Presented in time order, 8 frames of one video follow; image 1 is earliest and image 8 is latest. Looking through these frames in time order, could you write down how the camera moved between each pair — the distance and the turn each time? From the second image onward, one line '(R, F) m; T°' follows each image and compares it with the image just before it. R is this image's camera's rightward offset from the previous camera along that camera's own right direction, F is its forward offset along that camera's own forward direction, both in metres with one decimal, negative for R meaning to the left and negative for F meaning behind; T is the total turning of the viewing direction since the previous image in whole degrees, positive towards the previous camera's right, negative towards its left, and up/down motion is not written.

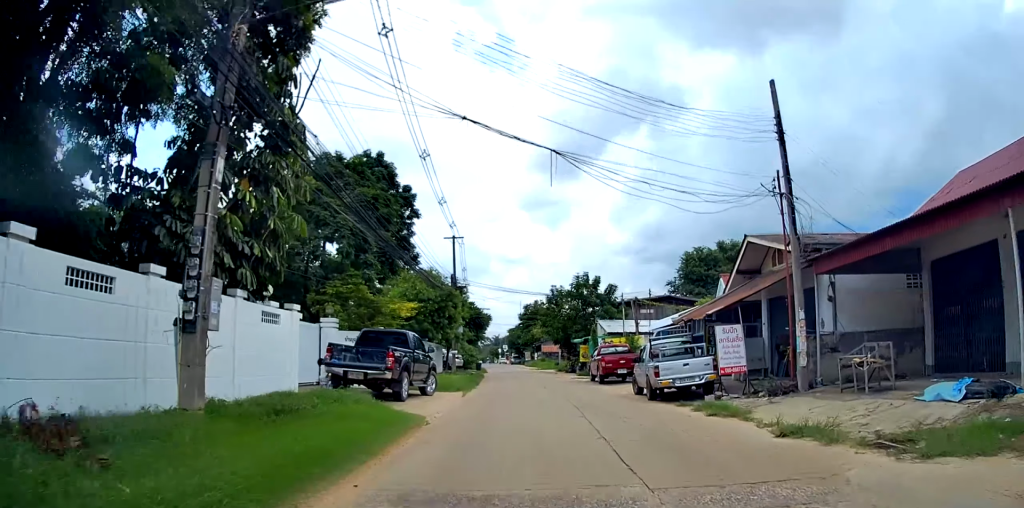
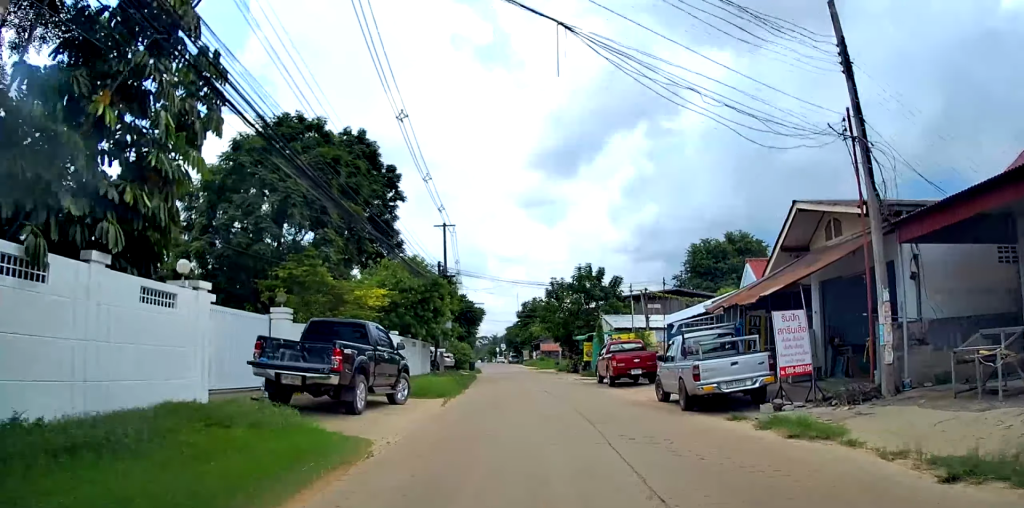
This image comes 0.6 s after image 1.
(-0.1, +4.1) m; -1°
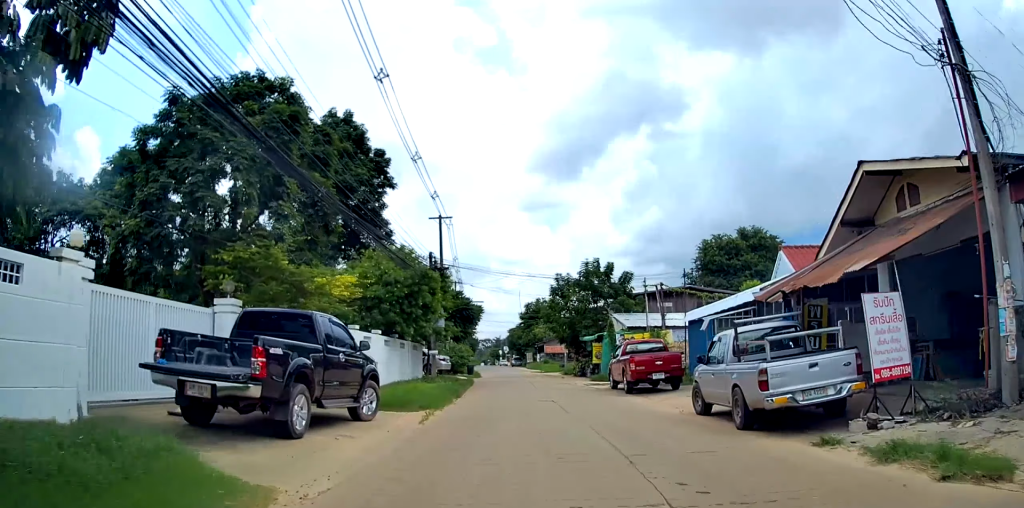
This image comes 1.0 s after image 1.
(-0.2, +3.3) m; 0°
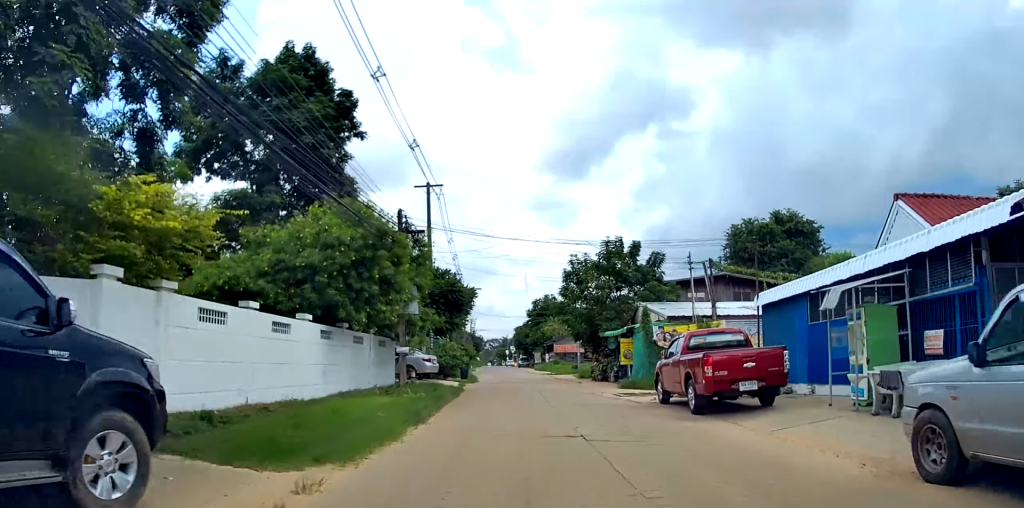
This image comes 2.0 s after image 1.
(+0.2, +7.9) m; +1°
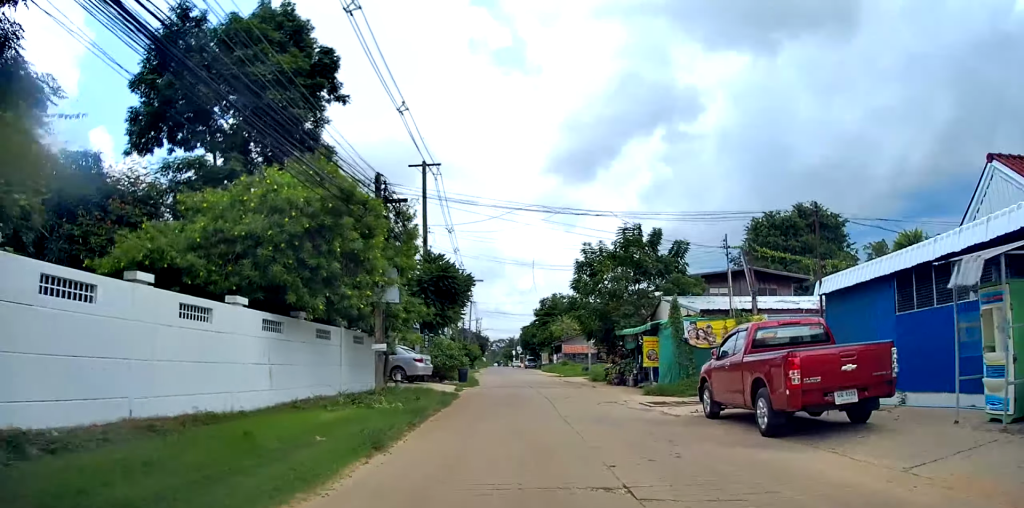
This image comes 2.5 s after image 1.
(0.0, +3.8) m; 0°
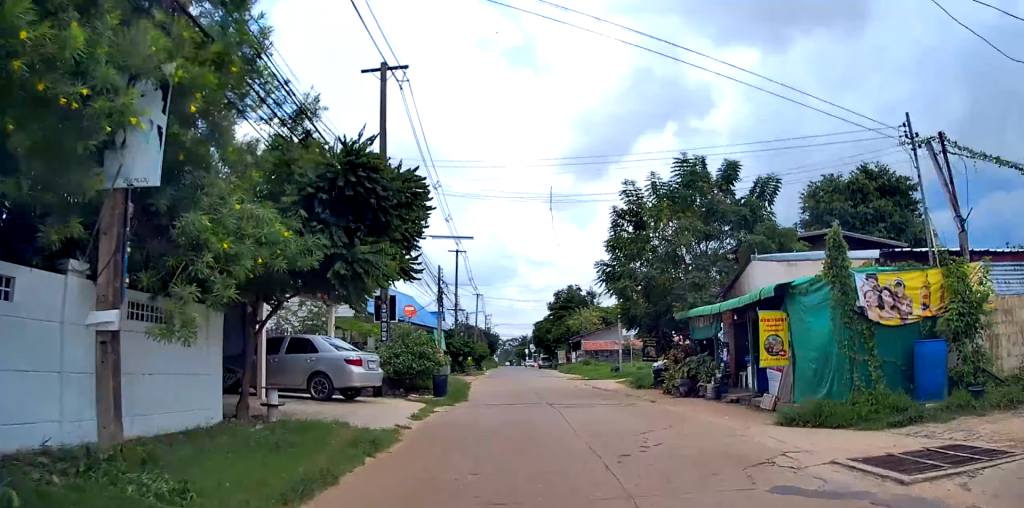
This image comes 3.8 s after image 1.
(-0.3, +10.4) m; -2°
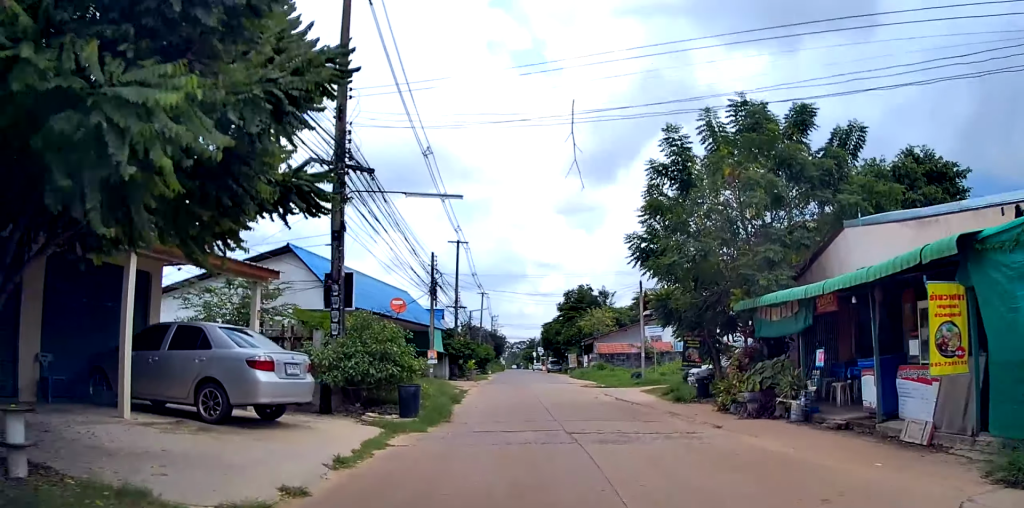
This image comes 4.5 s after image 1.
(0.0, +5.6) m; 0°
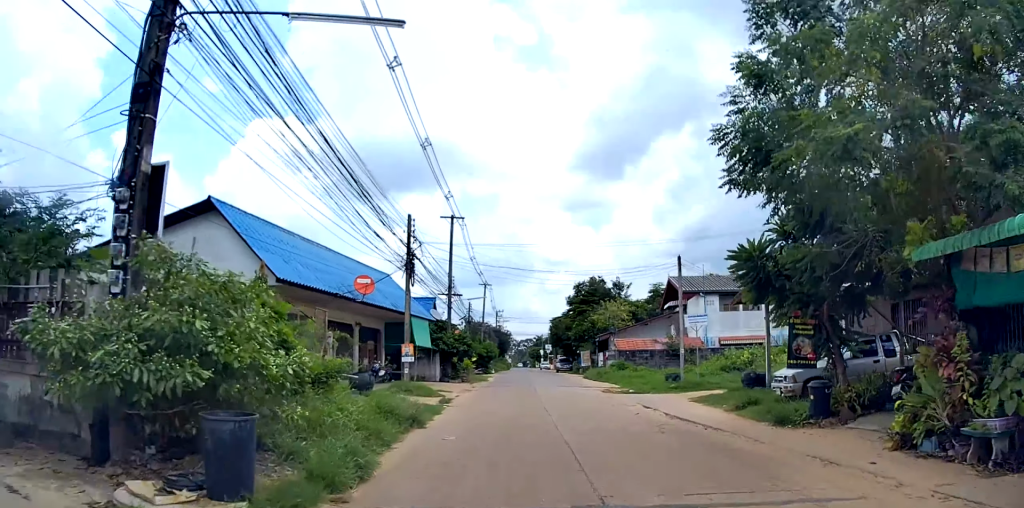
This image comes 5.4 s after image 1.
(0.0, +7.9) m; +1°
